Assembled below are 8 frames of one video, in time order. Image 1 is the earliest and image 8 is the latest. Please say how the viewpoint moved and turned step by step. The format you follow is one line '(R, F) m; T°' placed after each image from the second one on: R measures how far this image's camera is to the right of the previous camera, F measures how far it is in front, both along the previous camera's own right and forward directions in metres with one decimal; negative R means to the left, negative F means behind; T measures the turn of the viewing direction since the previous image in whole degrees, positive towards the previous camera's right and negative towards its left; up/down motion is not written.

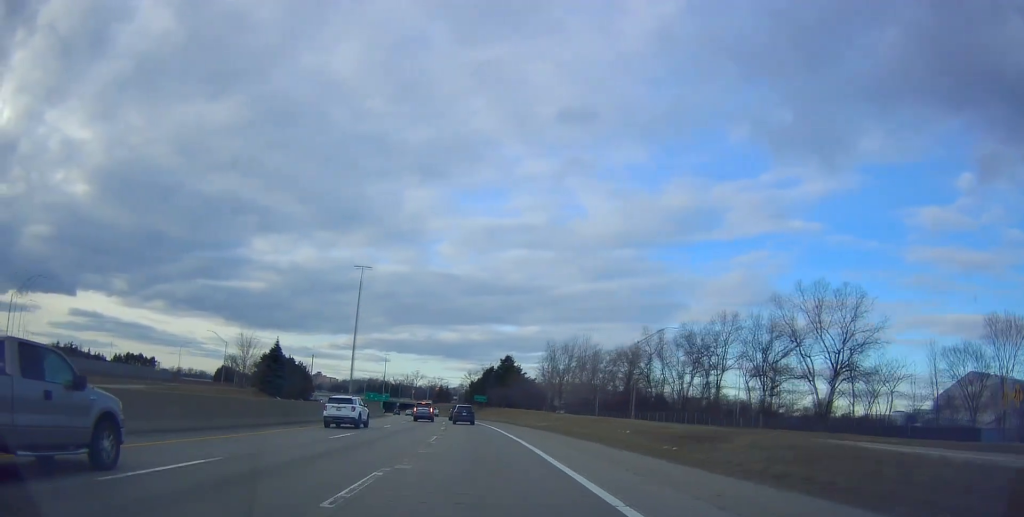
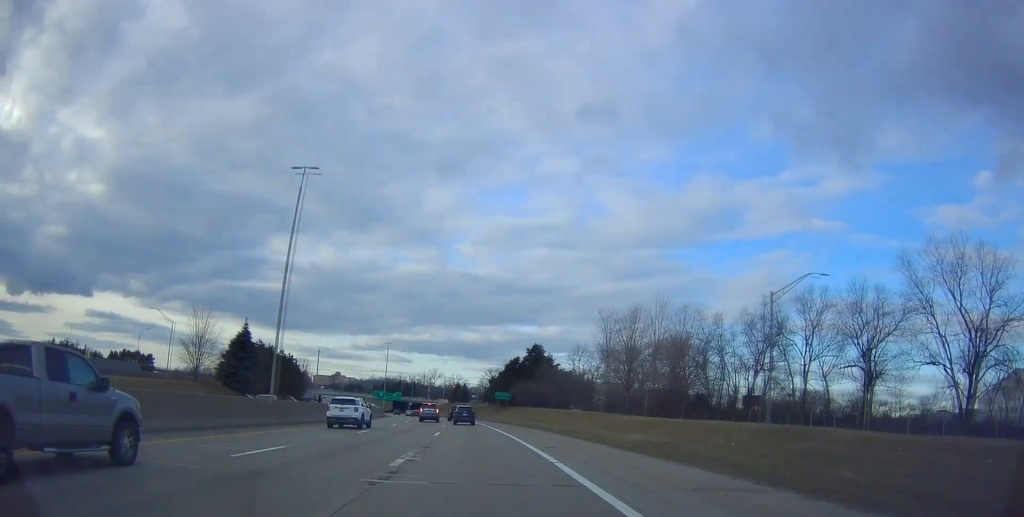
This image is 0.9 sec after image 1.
(-0.3, +24.5) m; -2°
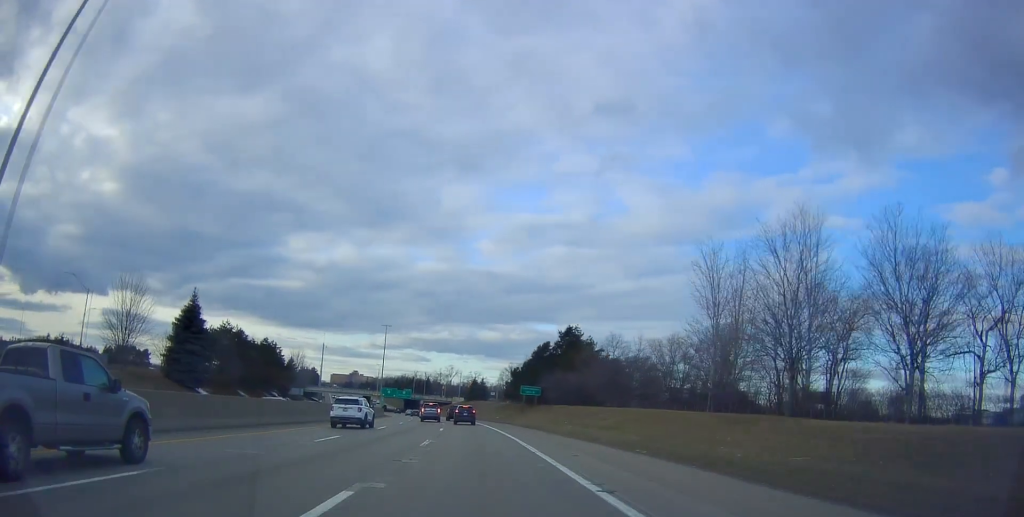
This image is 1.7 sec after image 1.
(-0.6, +22.7) m; -2°
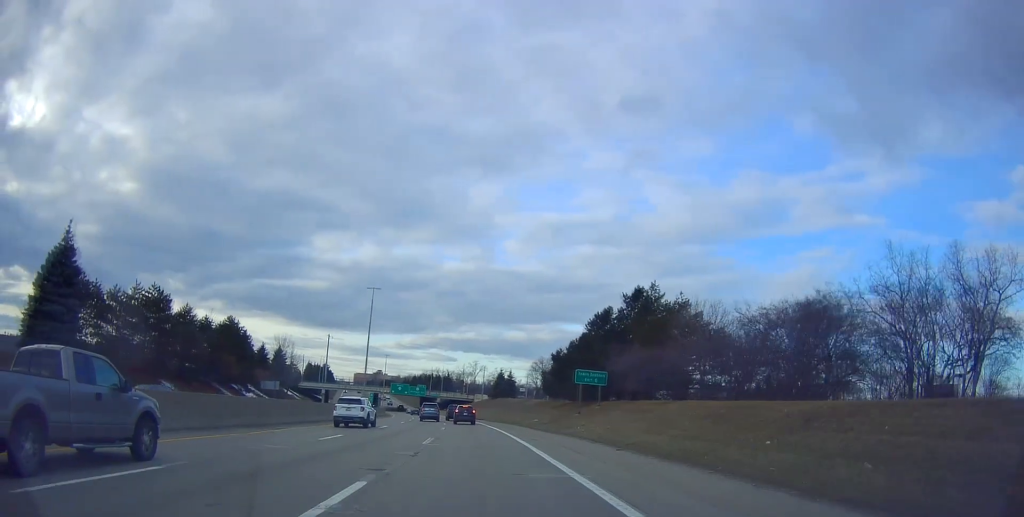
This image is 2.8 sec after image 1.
(-0.5, +29.2) m; -3°
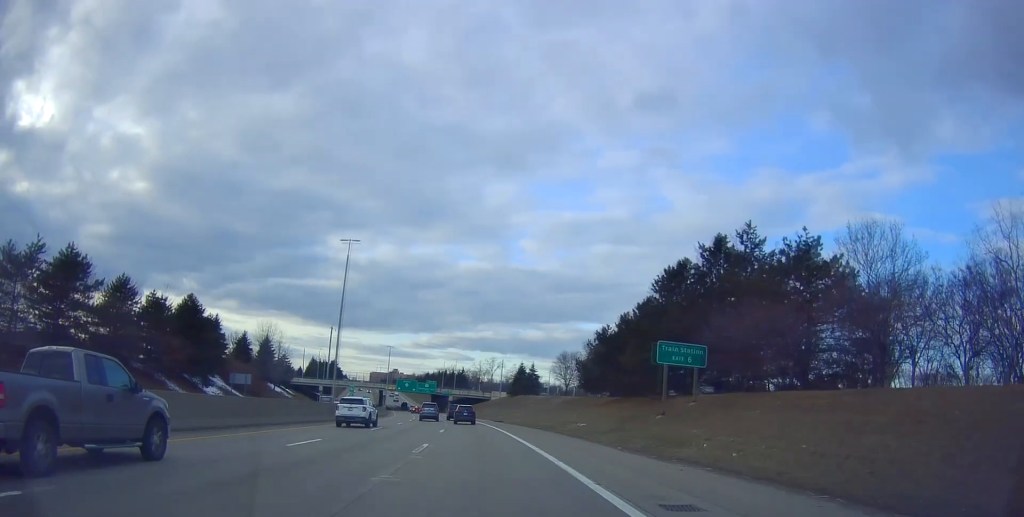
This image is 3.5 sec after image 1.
(-0.1, +19.4) m; -3°
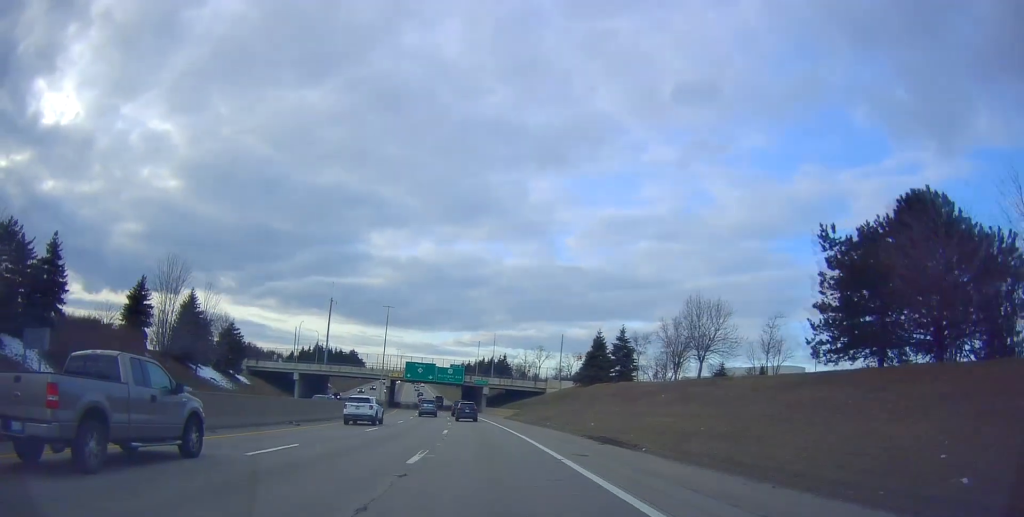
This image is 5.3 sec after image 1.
(-3.0, +50.9) m; -5°
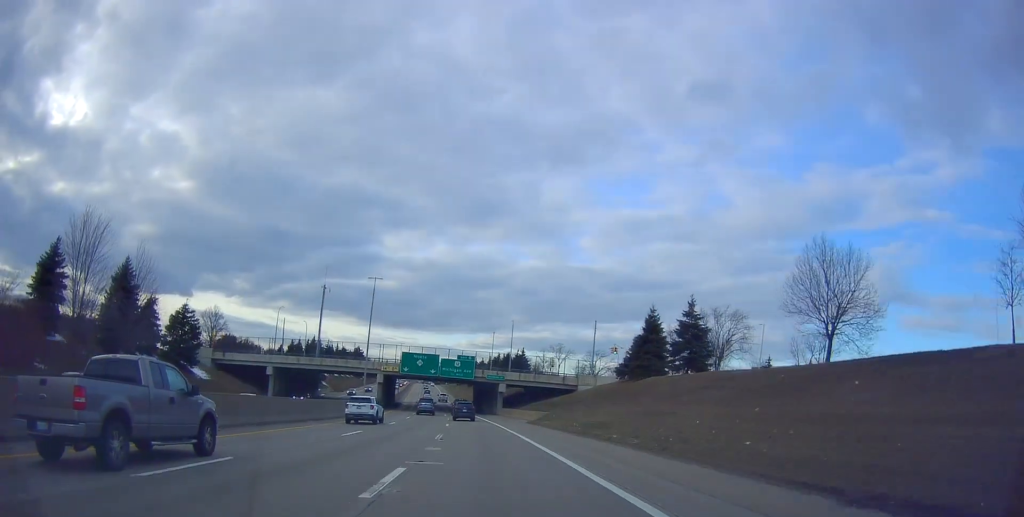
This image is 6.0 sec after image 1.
(-0.1, +20.7) m; 0°
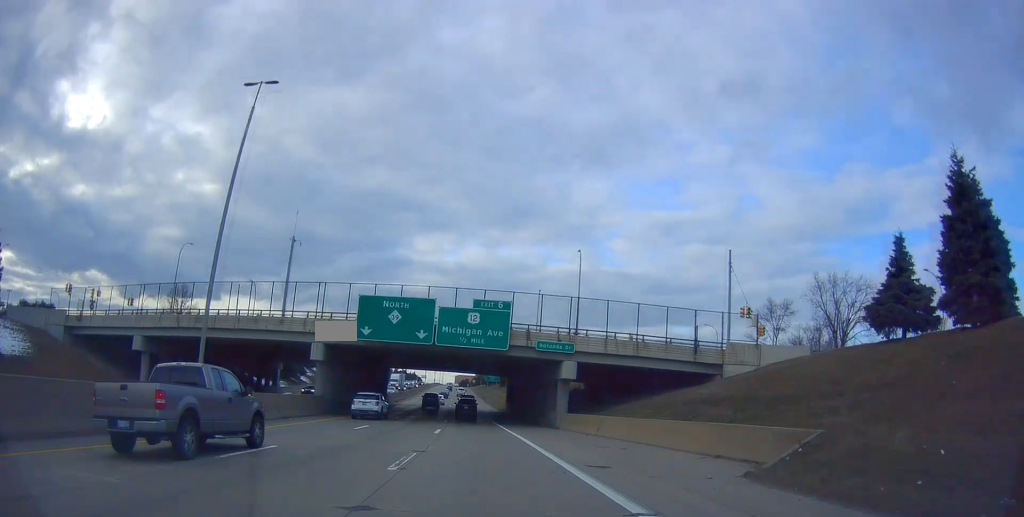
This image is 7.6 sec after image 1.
(+0.2, +43.0) m; -2°
